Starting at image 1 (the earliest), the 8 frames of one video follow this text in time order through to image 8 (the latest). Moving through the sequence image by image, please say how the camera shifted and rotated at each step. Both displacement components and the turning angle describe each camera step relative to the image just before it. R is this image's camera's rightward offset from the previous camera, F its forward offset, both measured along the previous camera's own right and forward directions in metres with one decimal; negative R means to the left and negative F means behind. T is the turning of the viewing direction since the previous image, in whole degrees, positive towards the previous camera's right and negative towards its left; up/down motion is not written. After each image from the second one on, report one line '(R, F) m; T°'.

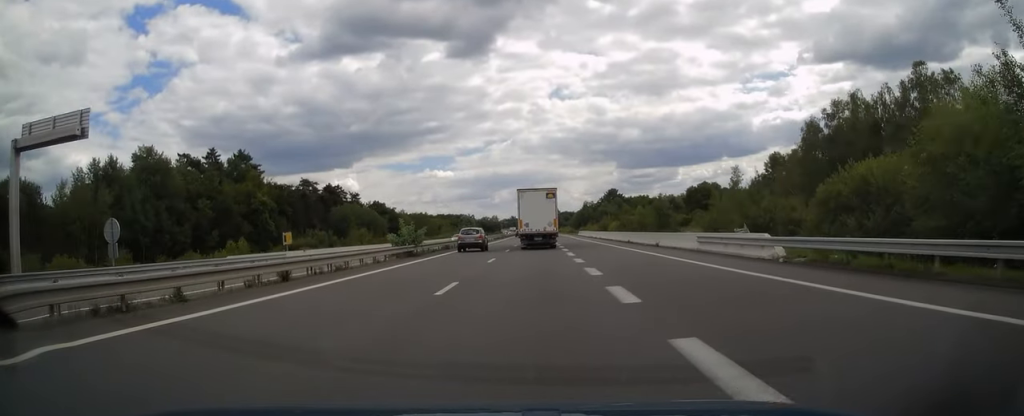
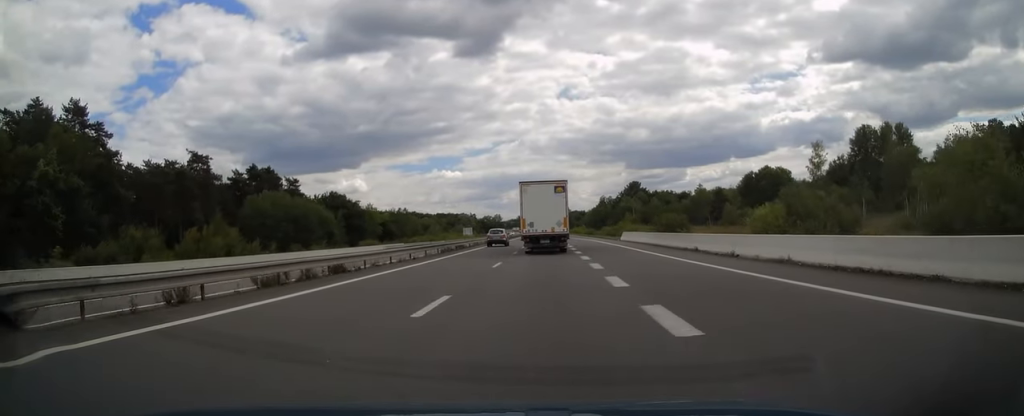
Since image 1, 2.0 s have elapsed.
(-0.5, +55.3) m; -1°
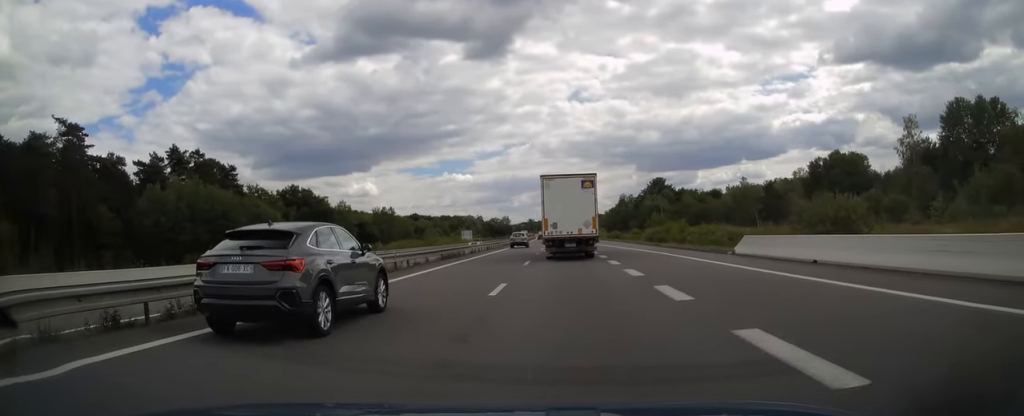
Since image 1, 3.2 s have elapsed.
(-0.1, +34.7) m; 0°
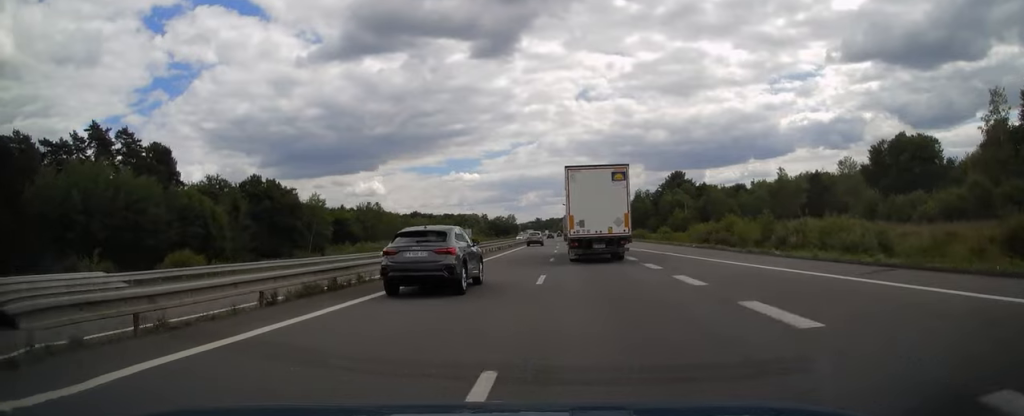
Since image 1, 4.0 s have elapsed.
(0.0, +22.9) m; -1°
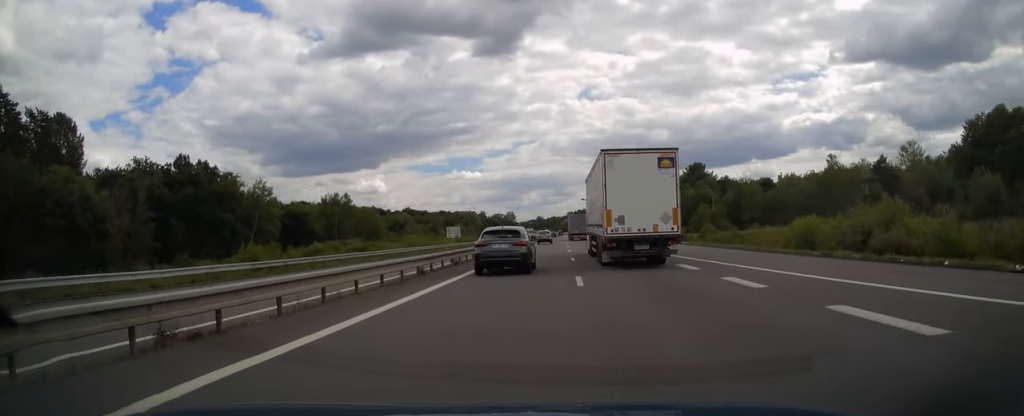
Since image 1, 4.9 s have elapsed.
(-0.3, +26.8) m; -1°
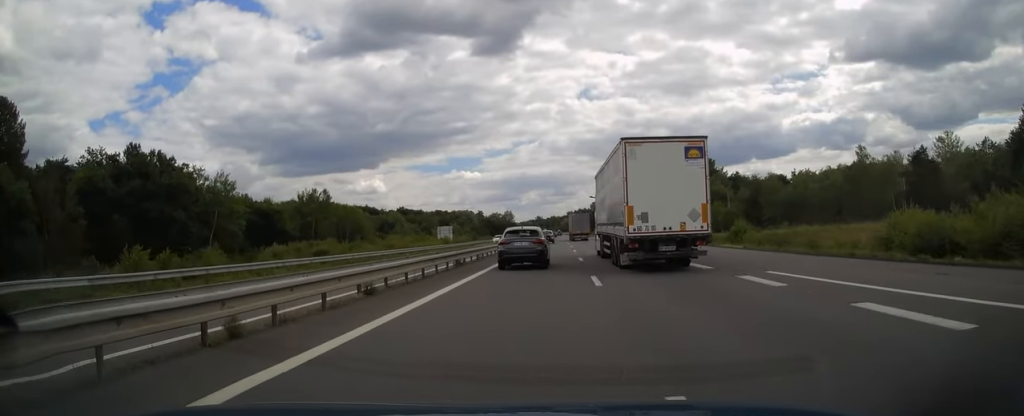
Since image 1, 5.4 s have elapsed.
(0.0, +12.9) m; 0°
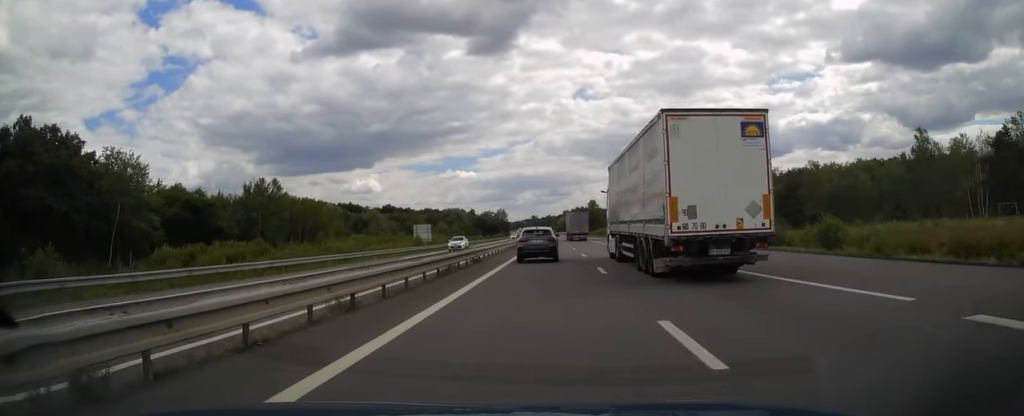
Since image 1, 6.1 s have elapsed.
(0.0, +21.5) m; 0°
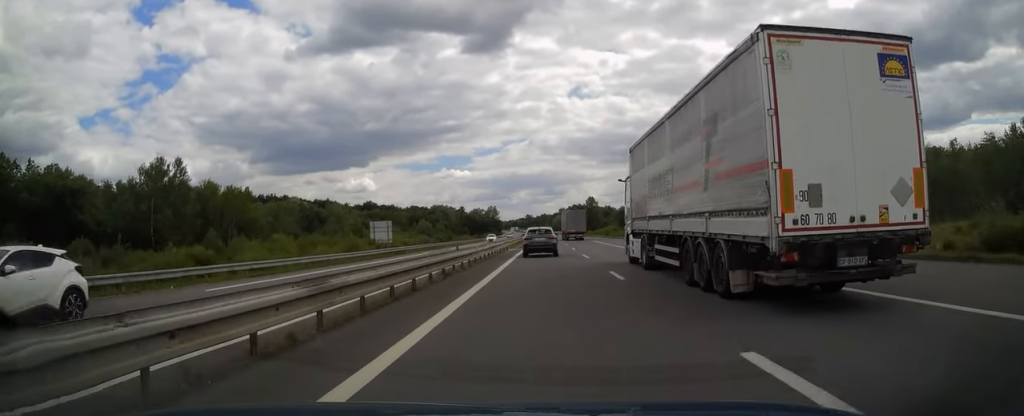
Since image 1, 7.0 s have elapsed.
(+0.1, +28.1) m; 0°
